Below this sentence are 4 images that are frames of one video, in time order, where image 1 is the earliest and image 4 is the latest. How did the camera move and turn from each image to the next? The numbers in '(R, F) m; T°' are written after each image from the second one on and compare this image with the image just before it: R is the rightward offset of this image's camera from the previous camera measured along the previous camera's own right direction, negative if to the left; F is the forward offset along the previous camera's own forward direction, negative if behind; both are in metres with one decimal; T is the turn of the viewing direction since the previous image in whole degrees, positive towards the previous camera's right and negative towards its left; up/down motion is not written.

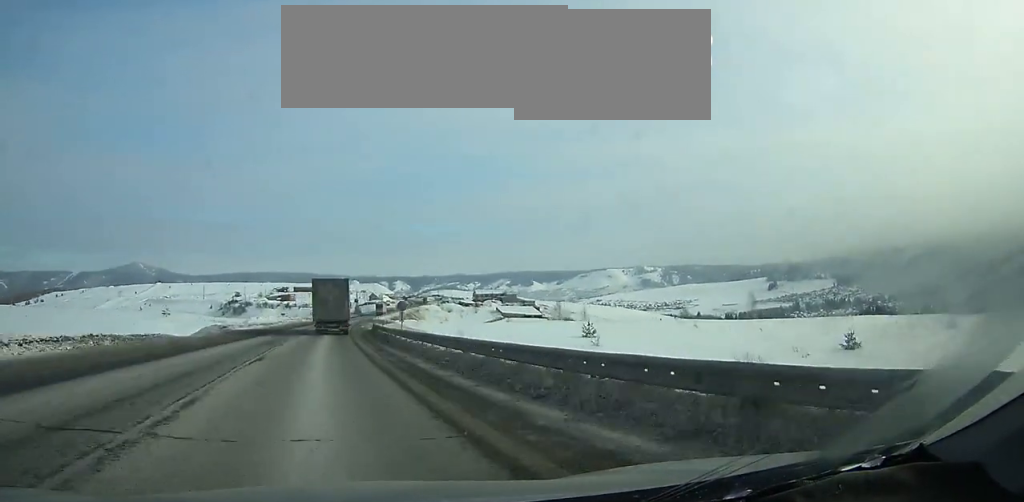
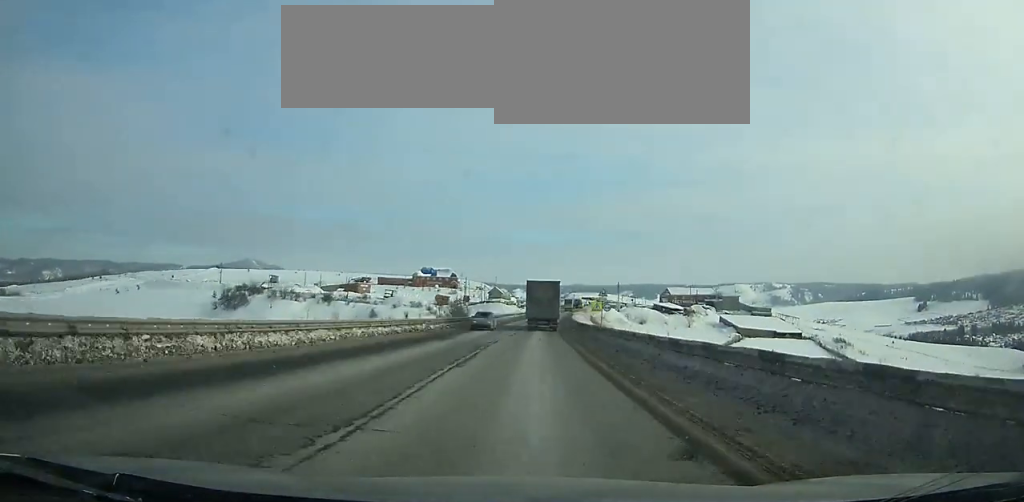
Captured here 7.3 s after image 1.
(+10.8, +161.7) m; +8°
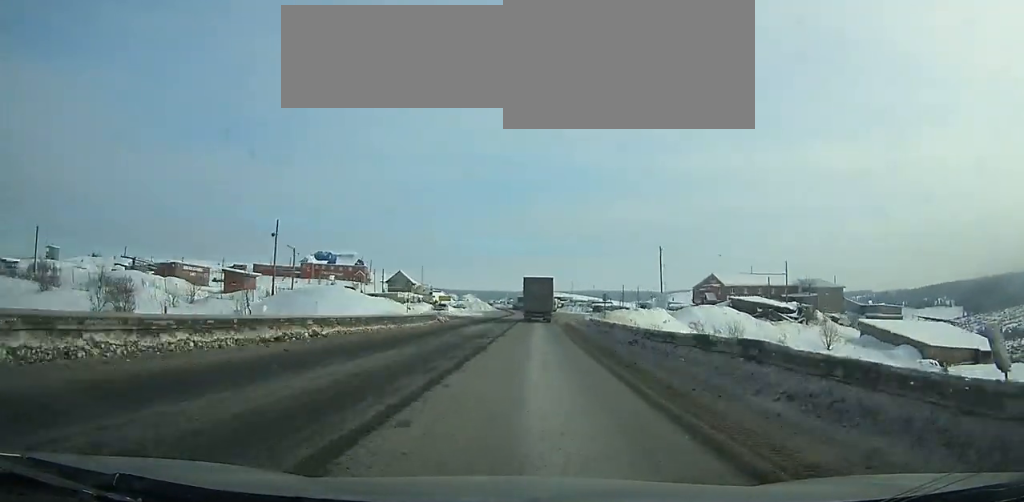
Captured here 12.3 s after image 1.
(+4.5, +106.6) m; +4°
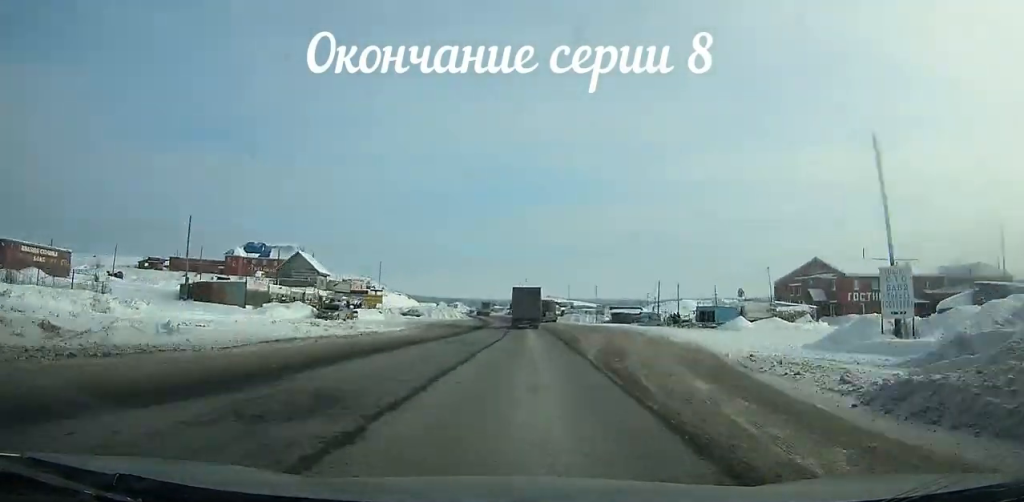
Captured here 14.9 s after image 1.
(+0.9, +52.9) m; +1°
